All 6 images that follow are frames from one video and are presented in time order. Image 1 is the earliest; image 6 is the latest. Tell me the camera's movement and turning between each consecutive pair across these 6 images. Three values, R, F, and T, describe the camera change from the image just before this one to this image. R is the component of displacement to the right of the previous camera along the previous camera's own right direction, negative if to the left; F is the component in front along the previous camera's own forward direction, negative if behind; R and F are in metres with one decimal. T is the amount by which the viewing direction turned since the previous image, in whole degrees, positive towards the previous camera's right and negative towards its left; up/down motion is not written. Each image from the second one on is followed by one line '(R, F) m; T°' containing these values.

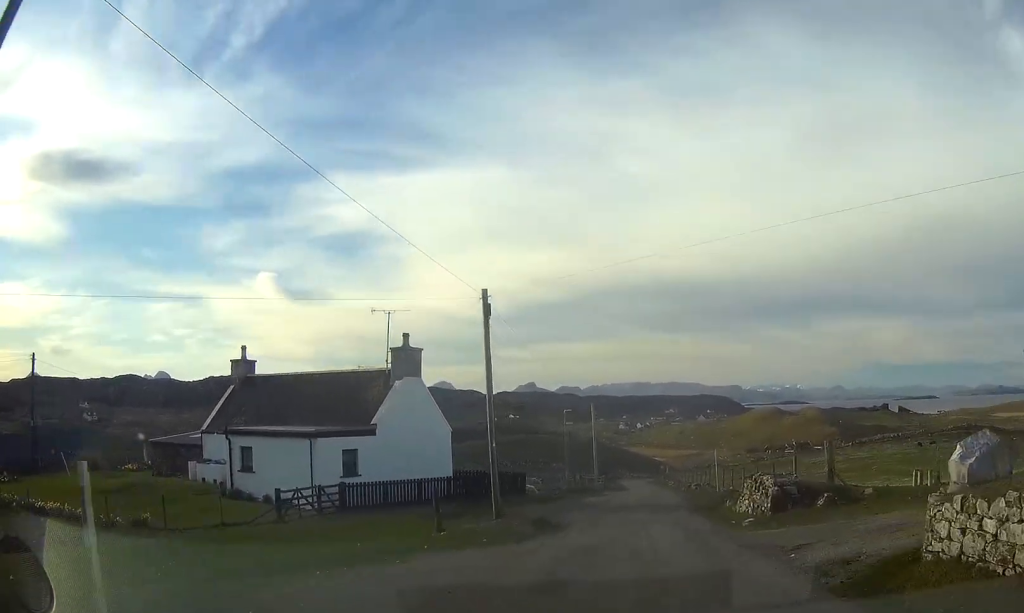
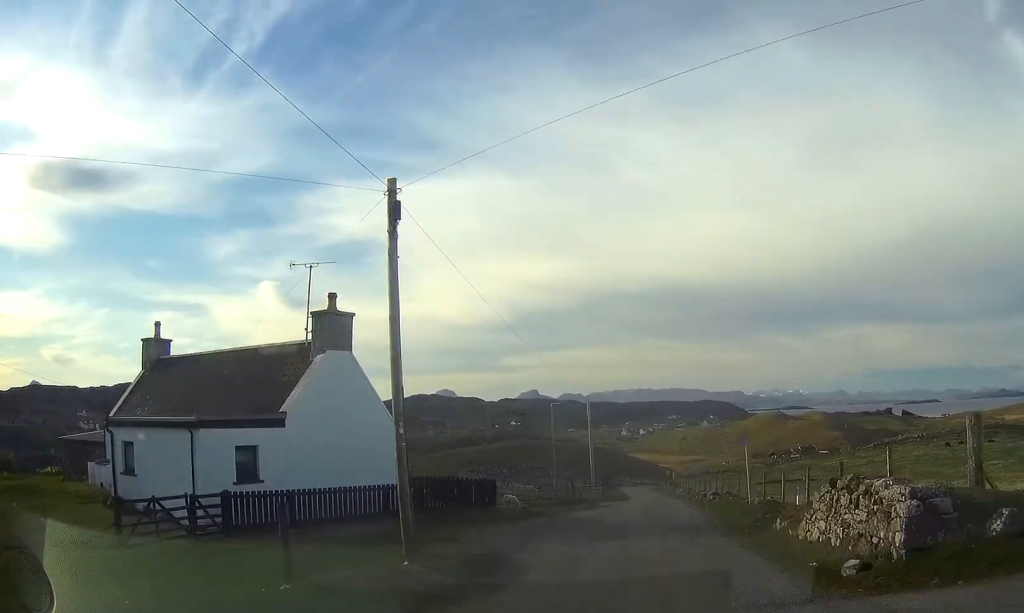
(0.0, +8.8) m; 0°
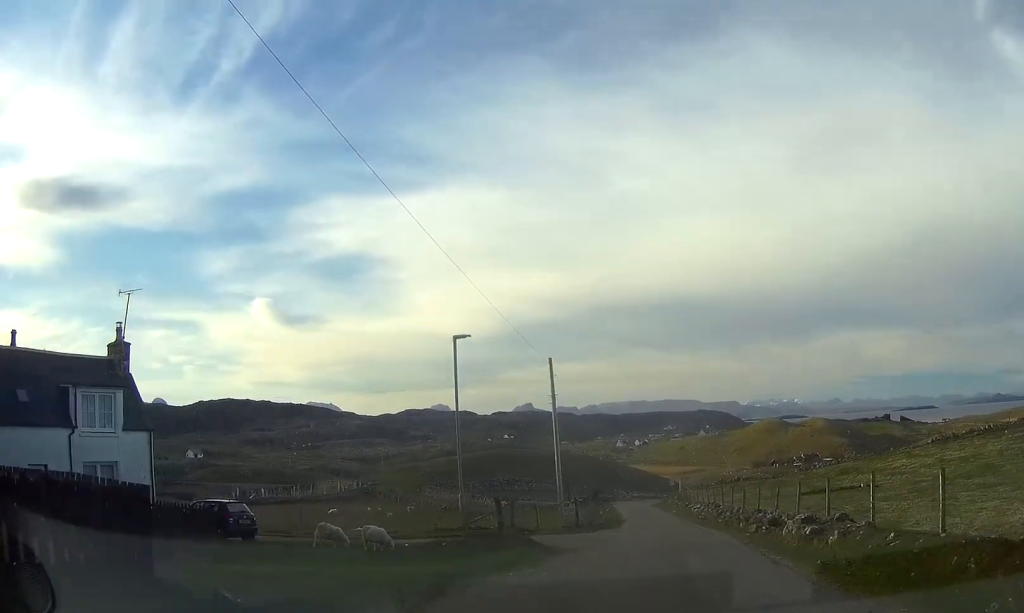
(0.0, +21.2) m; 0°
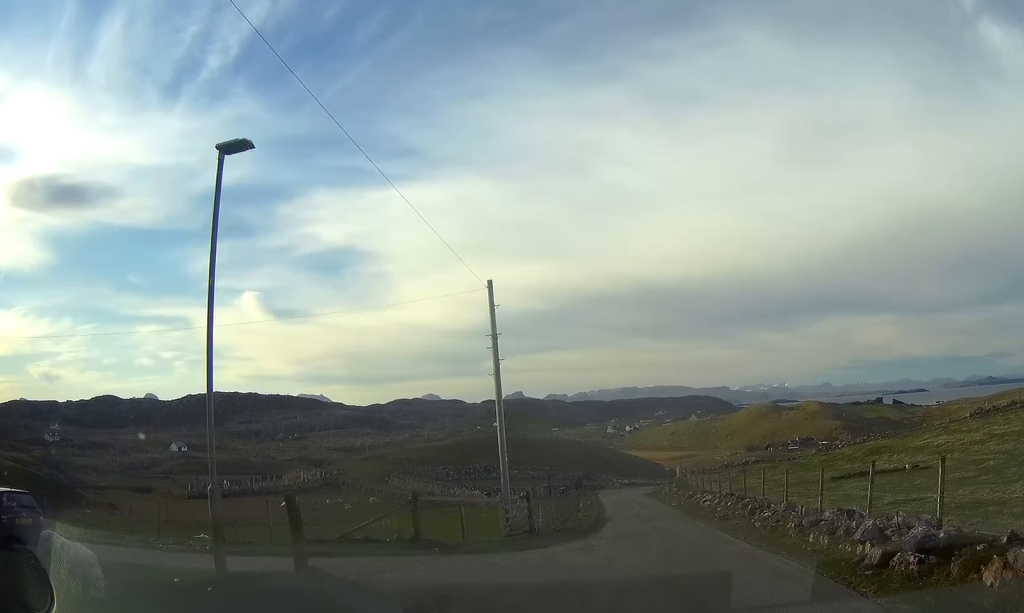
(+0.1, +11.4) m; 0°
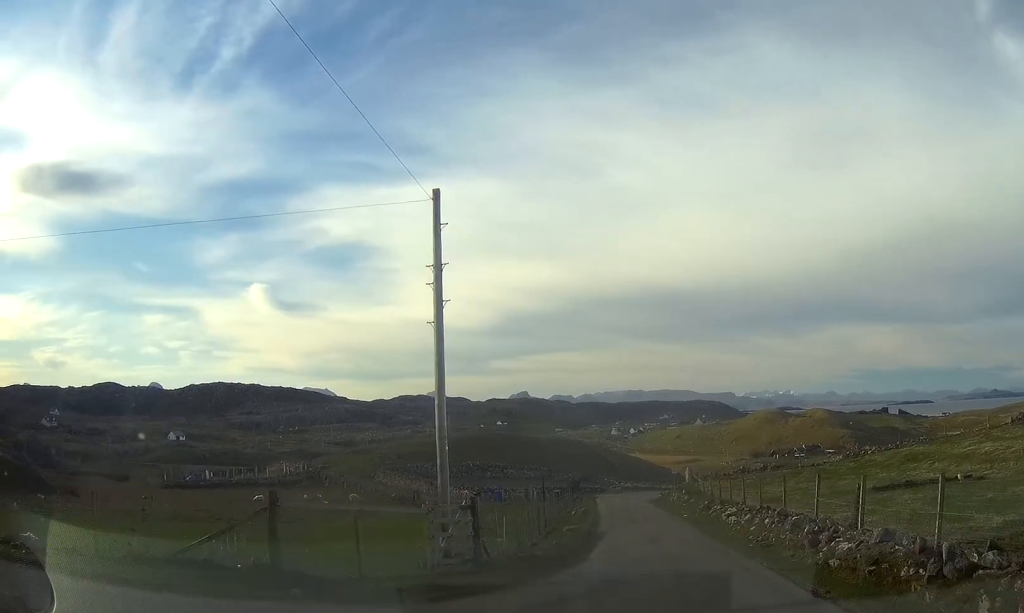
(0.0, +7.0) m; 0°
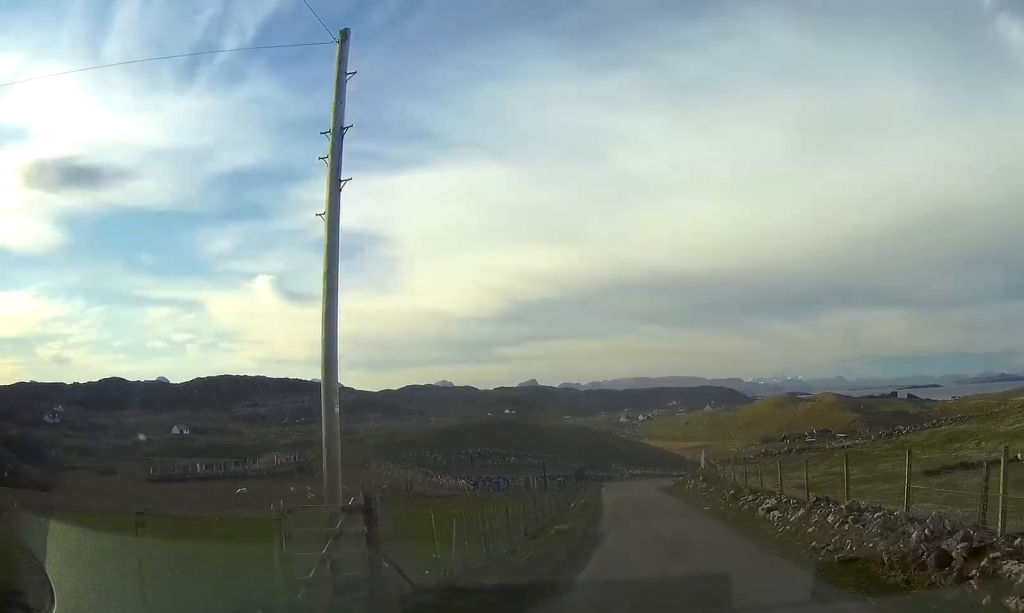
(0.0, +5.7) m; 0°
